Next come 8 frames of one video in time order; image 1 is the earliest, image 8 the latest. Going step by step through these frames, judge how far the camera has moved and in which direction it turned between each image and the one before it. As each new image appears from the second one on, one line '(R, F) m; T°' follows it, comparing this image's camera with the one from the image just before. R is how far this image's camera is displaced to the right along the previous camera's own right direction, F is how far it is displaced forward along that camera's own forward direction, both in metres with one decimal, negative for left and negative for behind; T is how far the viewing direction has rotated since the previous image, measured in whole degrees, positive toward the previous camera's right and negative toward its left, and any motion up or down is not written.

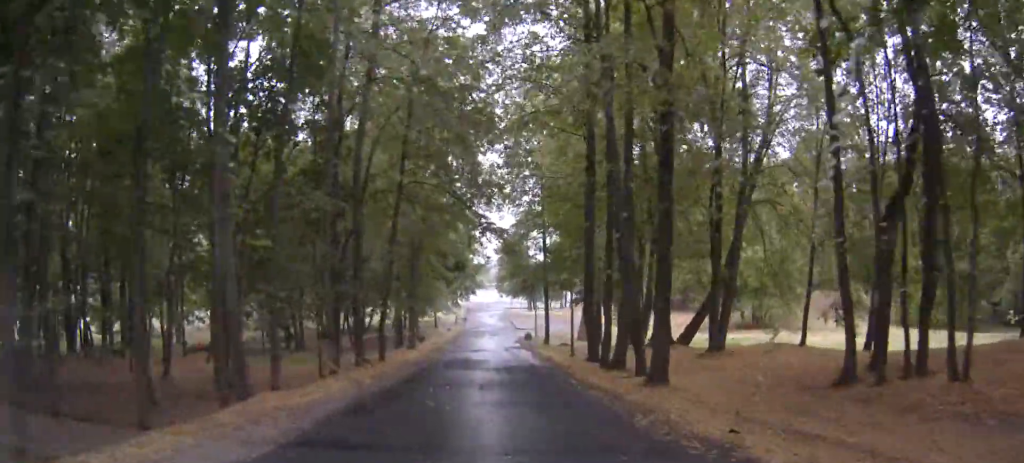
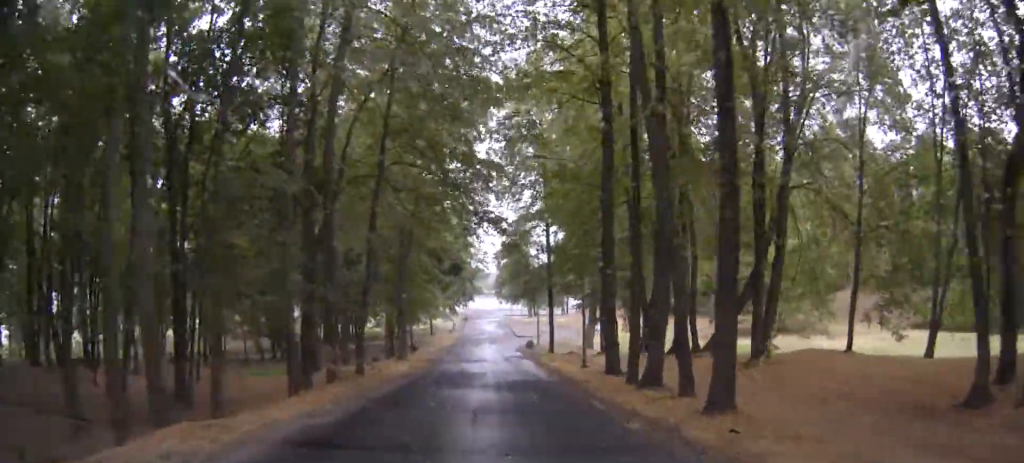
(-0.1, +4.5) m; -5°
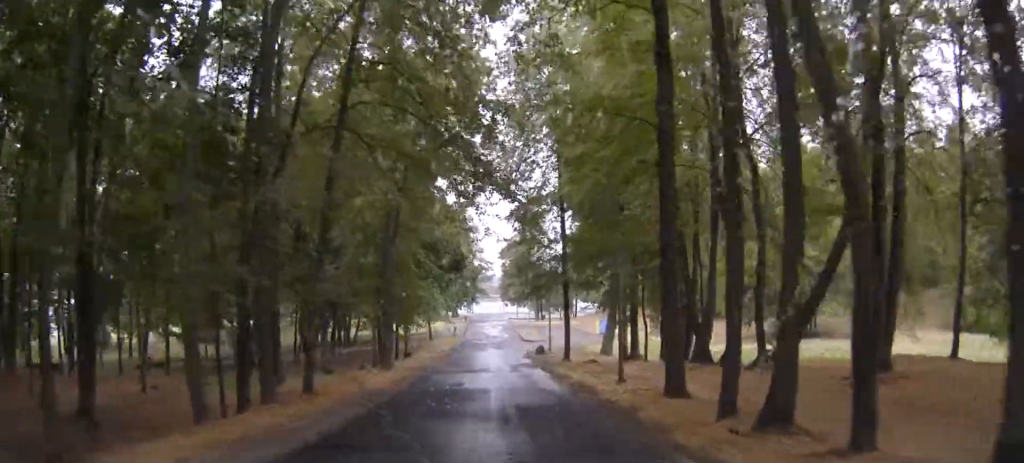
(-0.5, +6.6) m; -2°
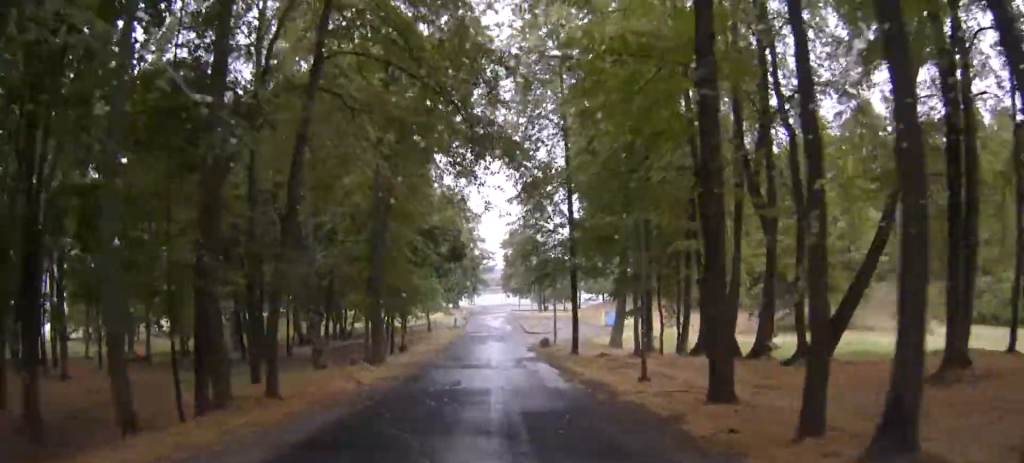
(0.0, +2.7) m; +3°
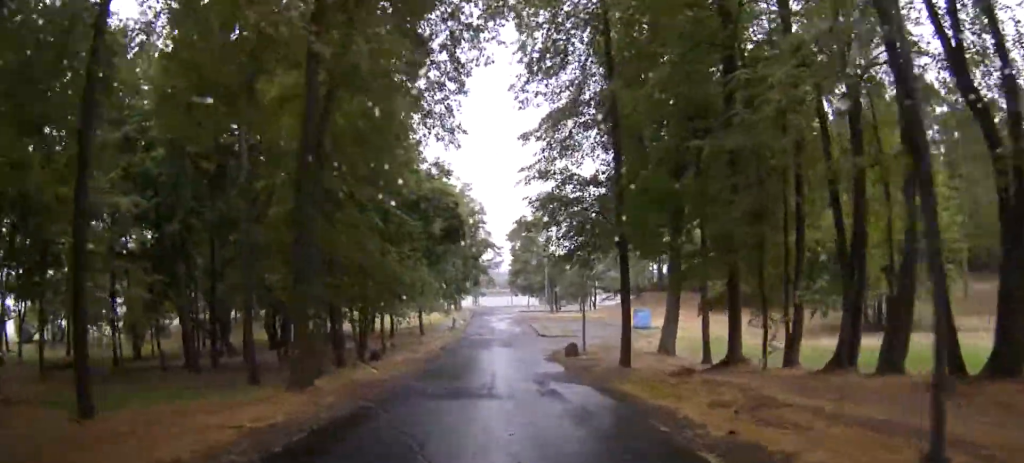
(+0.2, +11.6) m; -2°
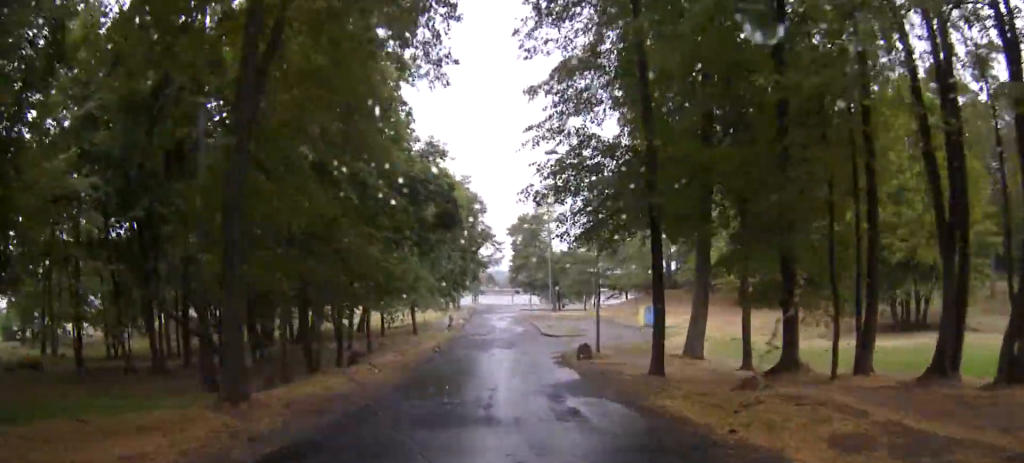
(-0.1, +4.6) m; -3°
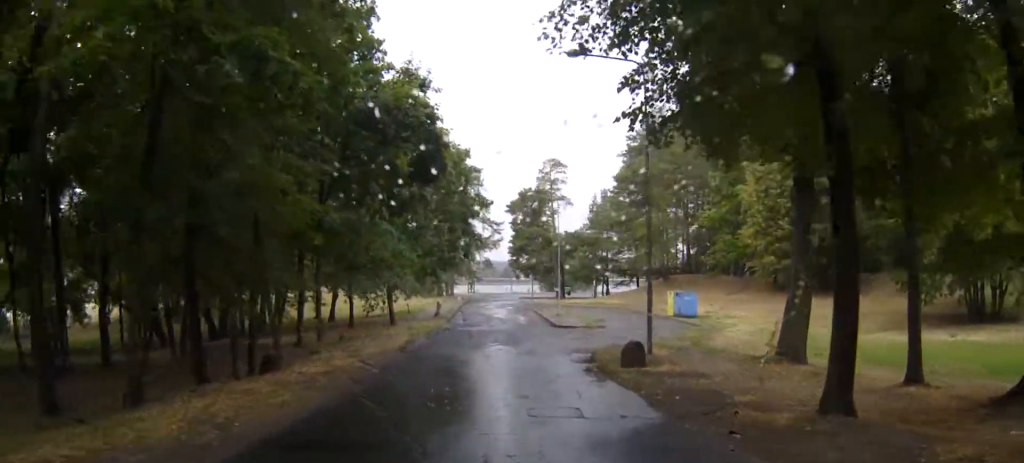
(-0.7, +9.7) m; -4°
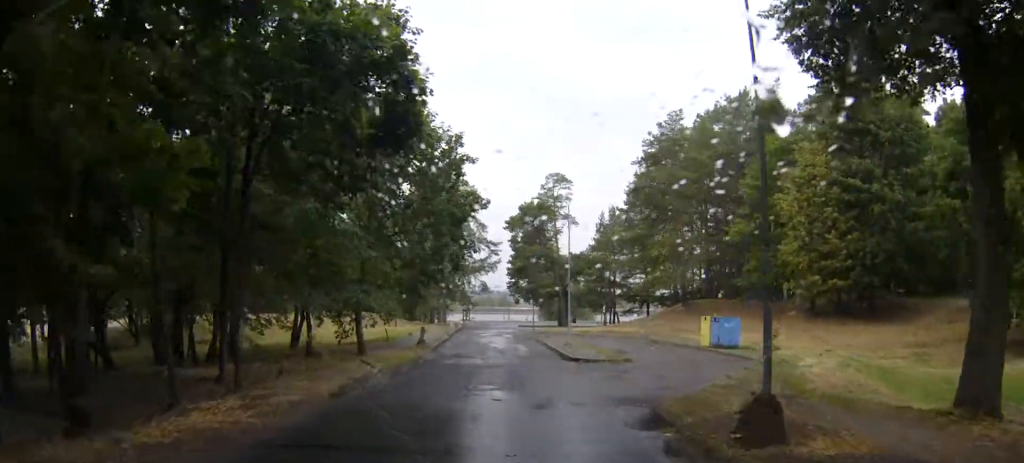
(+0.7, +8.6) m; +6°
